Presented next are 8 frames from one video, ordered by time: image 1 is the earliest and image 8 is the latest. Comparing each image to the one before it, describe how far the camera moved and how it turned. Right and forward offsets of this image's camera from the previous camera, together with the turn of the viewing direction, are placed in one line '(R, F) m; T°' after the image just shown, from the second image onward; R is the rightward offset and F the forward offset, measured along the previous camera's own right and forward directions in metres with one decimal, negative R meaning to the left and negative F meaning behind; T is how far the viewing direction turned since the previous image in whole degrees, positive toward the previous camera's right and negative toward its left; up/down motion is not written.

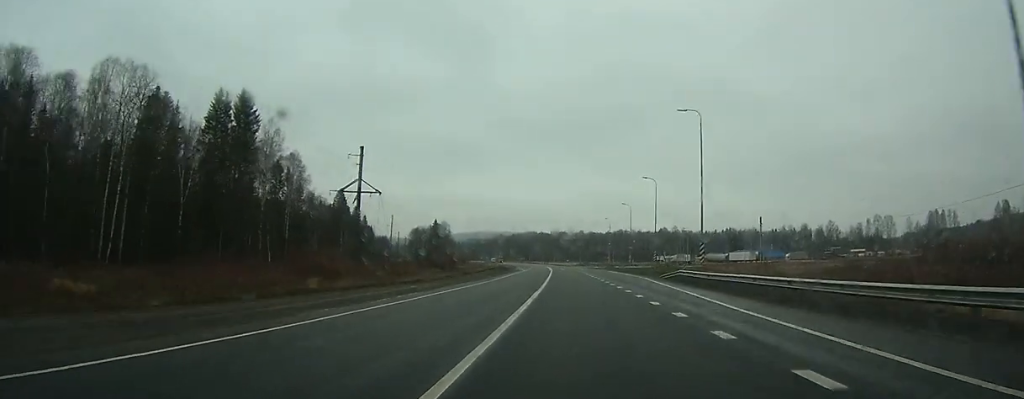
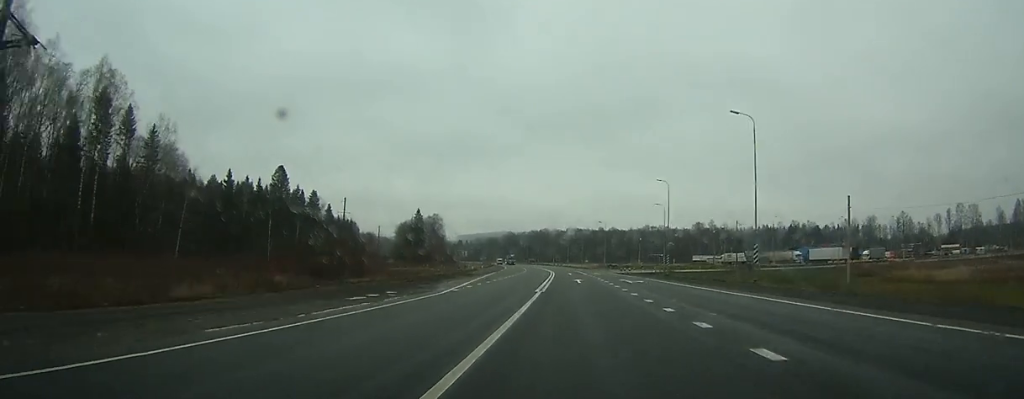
(-1.7, +65.5) m; -2°
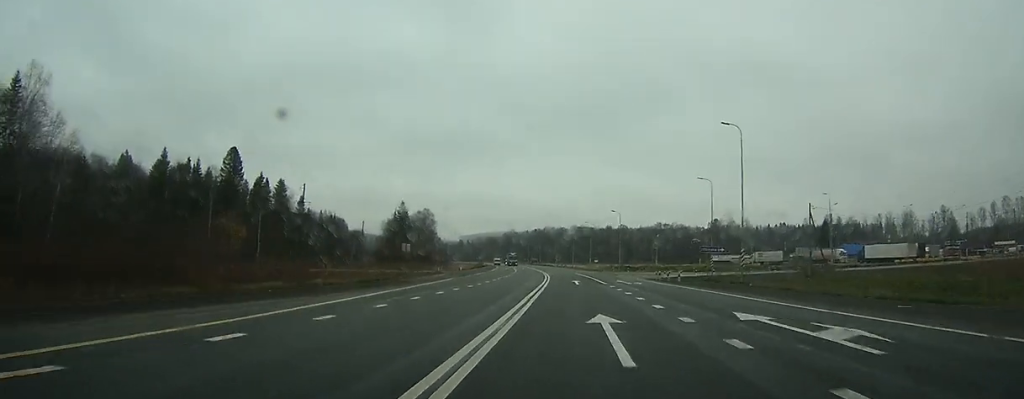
(-0.2, +30.5) m; -1°
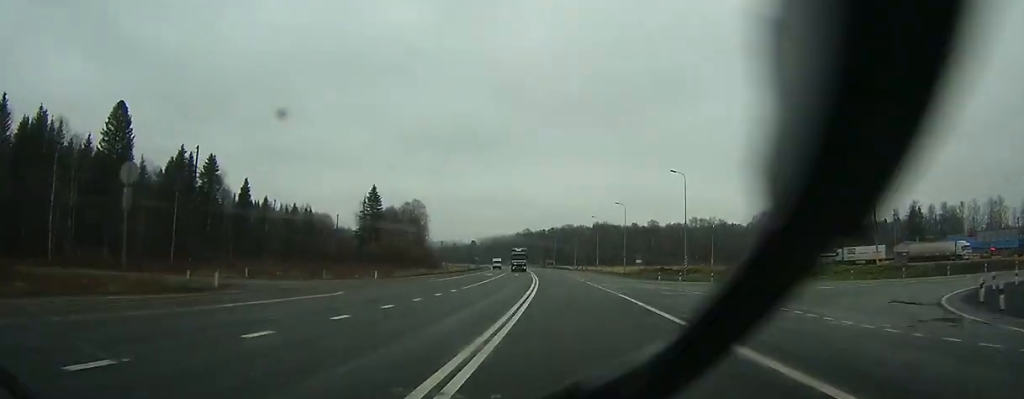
(-0.5, +50.5) m; -2°
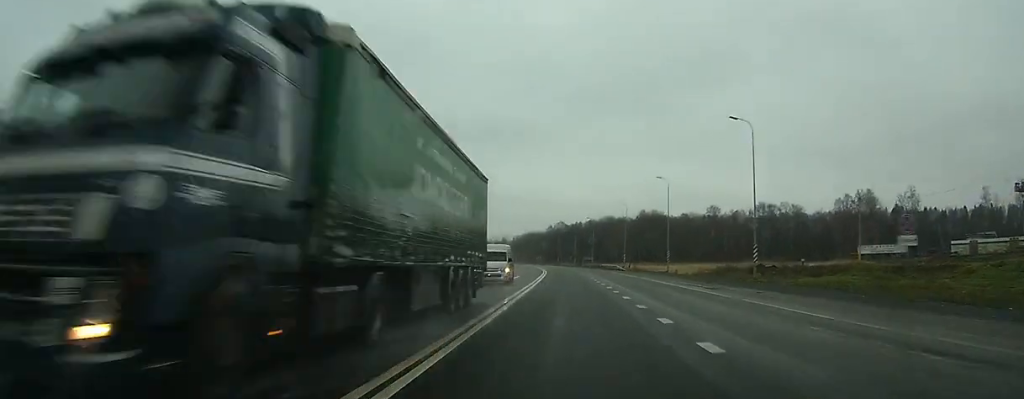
(-1.2, +55.9) m; -3°
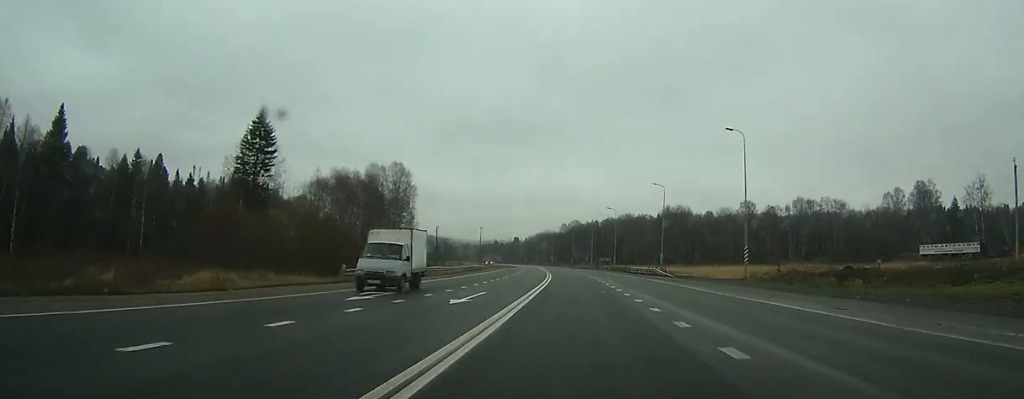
(-0.4, +28.0) m; -1°
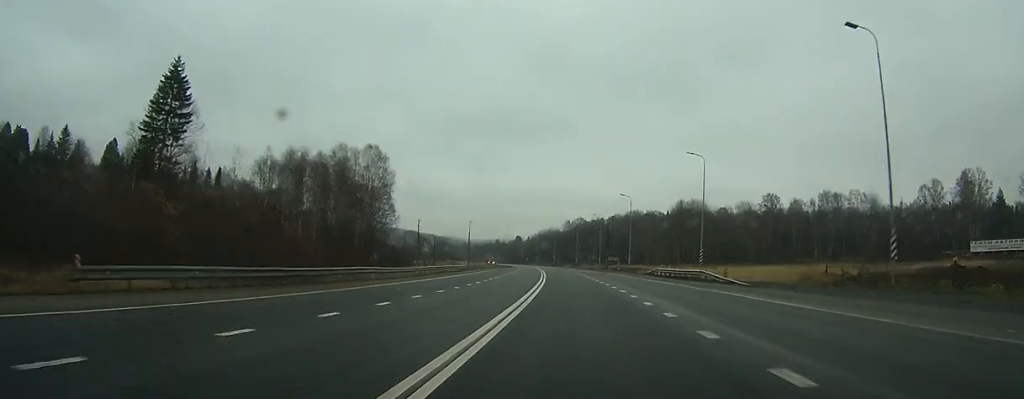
(-0.2, +21.3) m; -1°
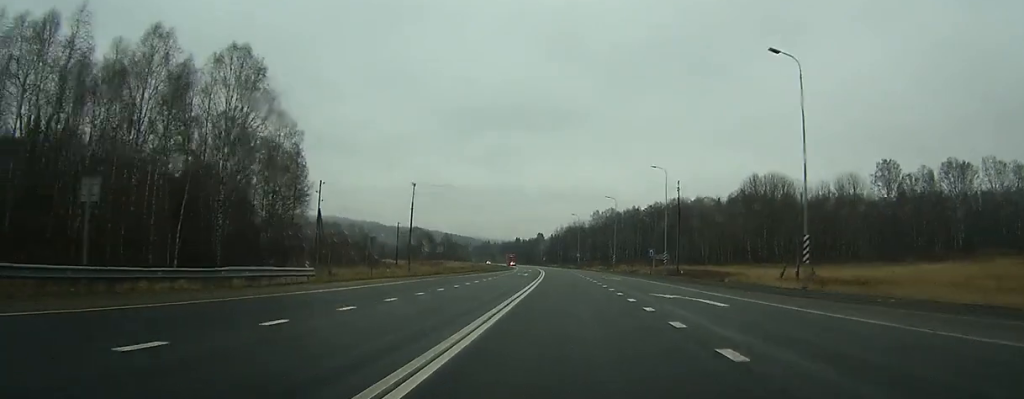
(-1.4, +60.1) m; -3°
